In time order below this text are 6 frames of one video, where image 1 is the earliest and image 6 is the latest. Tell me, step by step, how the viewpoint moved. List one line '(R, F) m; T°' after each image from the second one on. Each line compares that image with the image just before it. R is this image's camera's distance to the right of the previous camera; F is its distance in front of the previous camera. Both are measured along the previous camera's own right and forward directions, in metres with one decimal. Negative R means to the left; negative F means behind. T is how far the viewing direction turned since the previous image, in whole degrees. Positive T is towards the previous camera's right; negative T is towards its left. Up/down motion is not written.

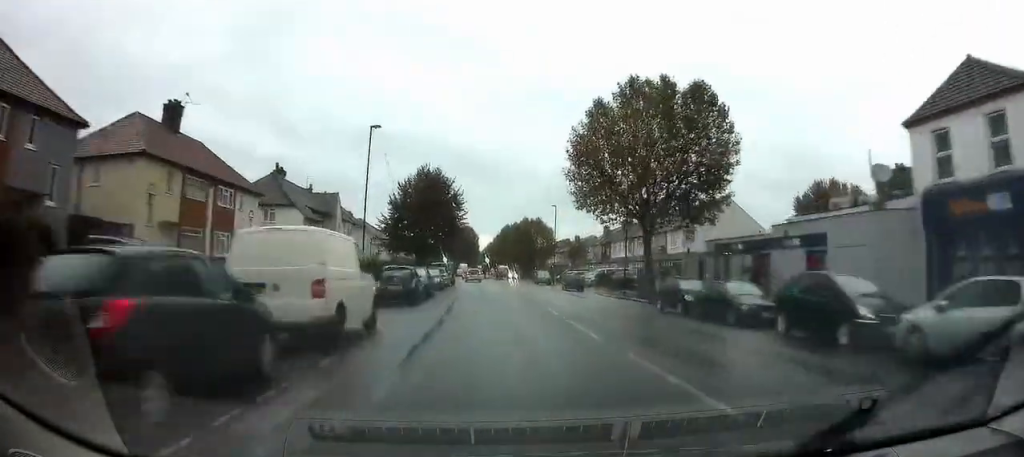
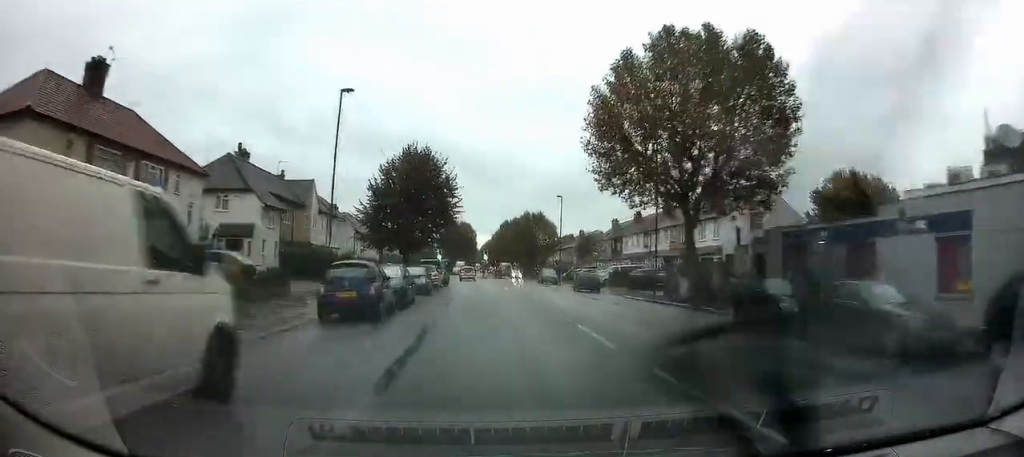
(0.0, +7.3) m; 0°
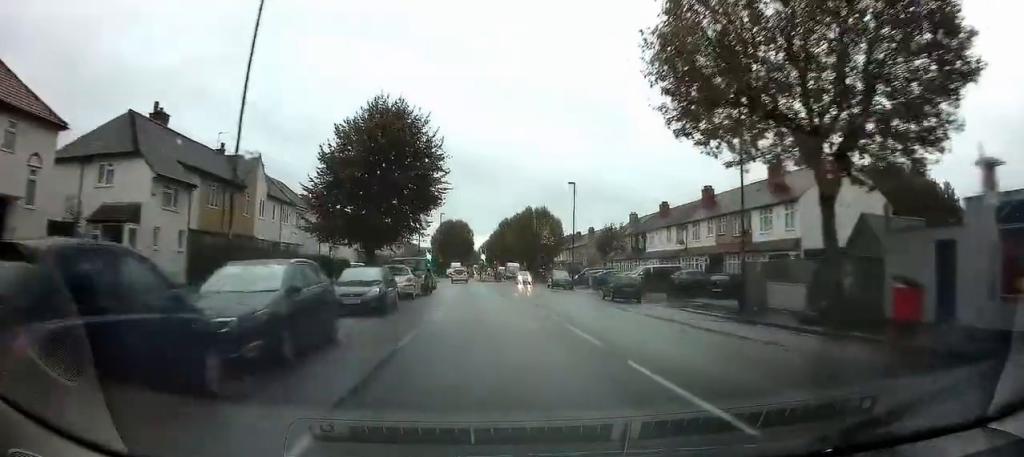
(+0.1, +11.3) m; +1°
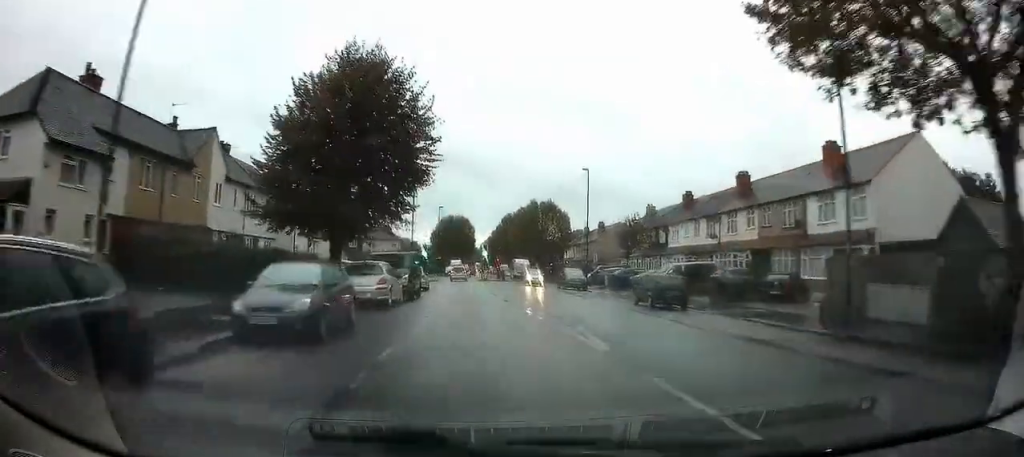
(0.0, +6.7) m; +1°
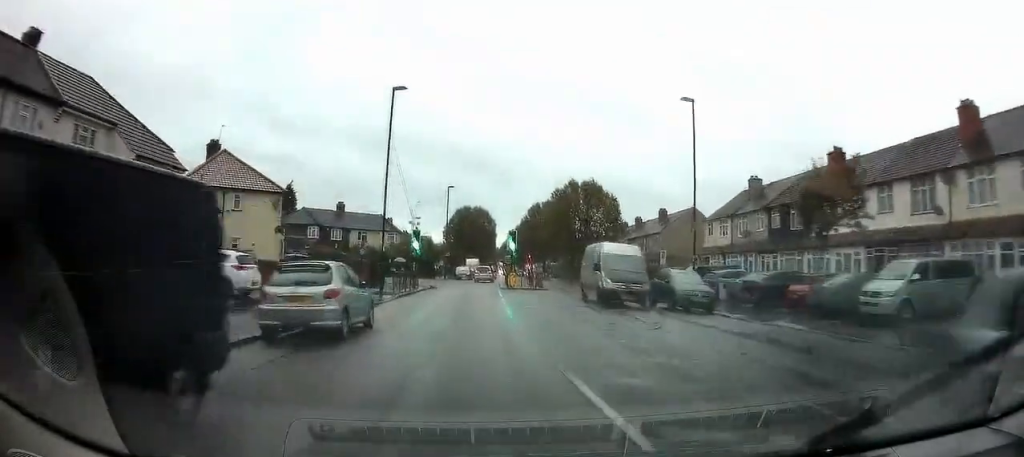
(-0.3, +21.4) m; -2°
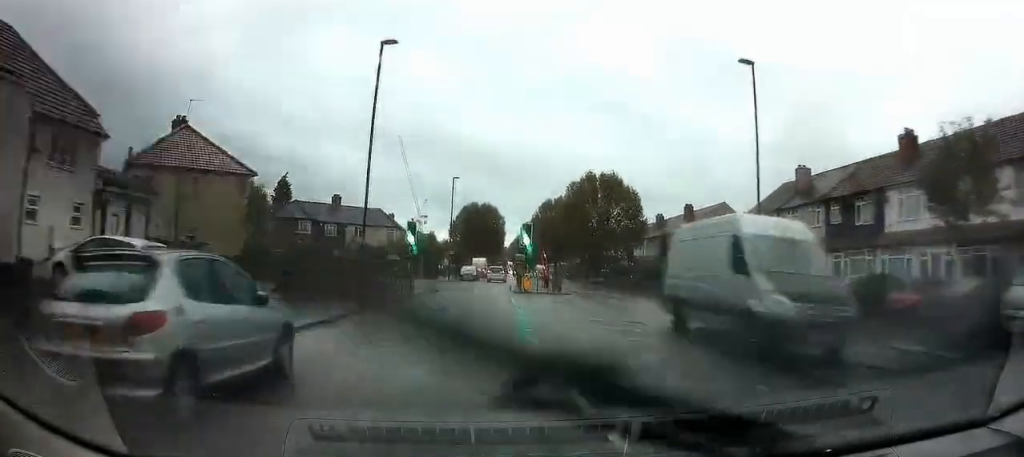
(+0.1, +6.0) m; -1°
